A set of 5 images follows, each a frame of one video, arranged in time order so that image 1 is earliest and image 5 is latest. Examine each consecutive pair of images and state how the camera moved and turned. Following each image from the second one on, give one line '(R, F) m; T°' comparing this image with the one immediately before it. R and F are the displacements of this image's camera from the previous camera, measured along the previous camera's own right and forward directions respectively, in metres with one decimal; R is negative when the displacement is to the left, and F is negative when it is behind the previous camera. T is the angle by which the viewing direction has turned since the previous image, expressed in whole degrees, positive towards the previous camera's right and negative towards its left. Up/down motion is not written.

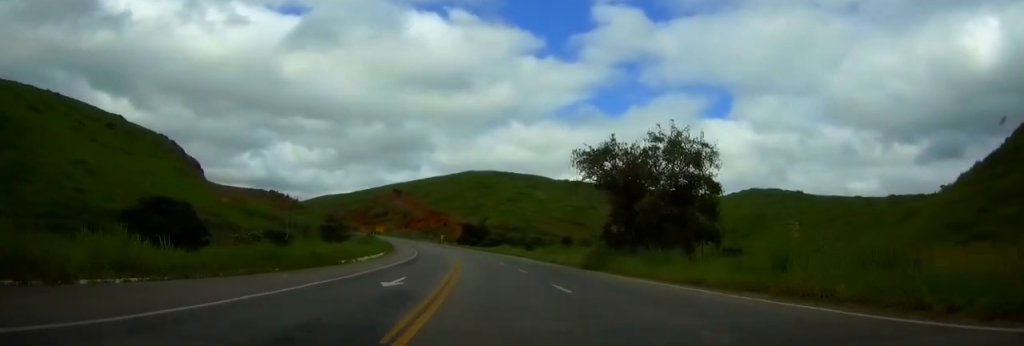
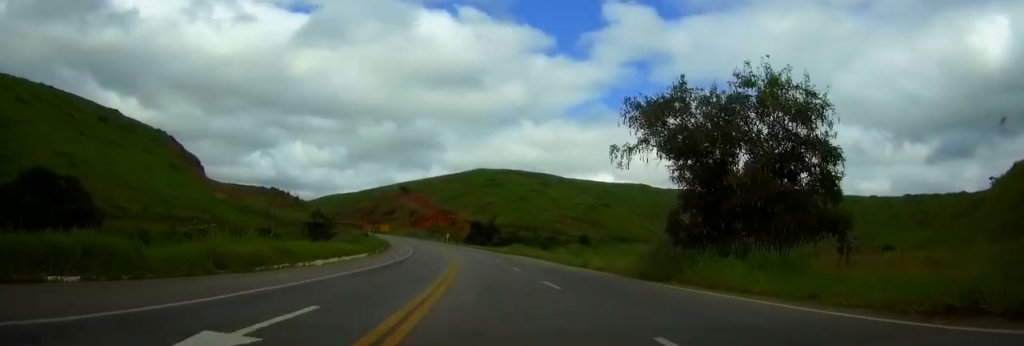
(0.0, +13.7) m; -1°
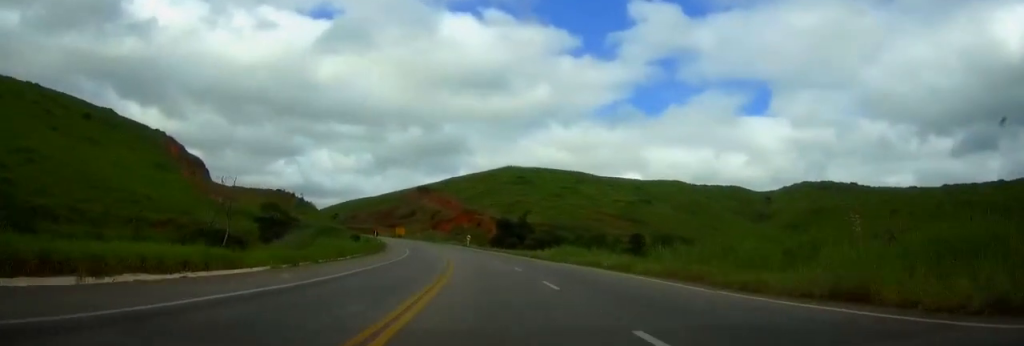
(-0.7, +29.2) m; -3°
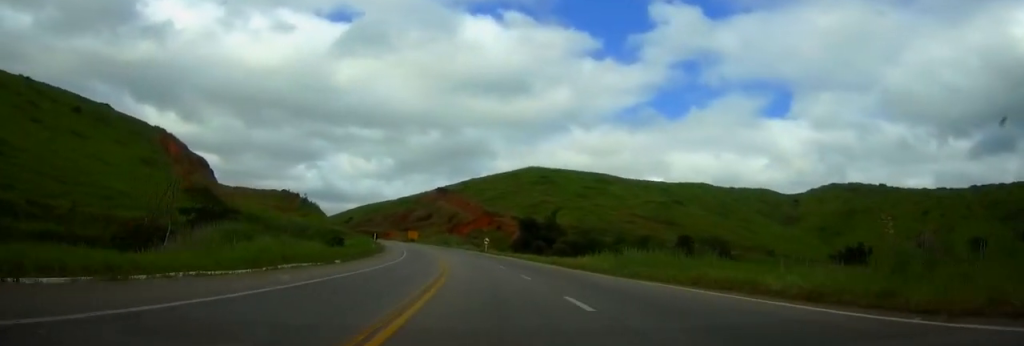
(-0.4, +20.1) m; -2°
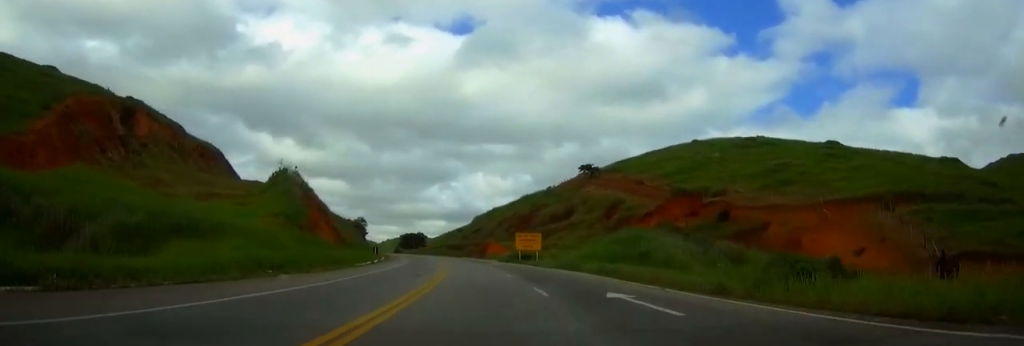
(-12.1, +119.5) m; -12°
